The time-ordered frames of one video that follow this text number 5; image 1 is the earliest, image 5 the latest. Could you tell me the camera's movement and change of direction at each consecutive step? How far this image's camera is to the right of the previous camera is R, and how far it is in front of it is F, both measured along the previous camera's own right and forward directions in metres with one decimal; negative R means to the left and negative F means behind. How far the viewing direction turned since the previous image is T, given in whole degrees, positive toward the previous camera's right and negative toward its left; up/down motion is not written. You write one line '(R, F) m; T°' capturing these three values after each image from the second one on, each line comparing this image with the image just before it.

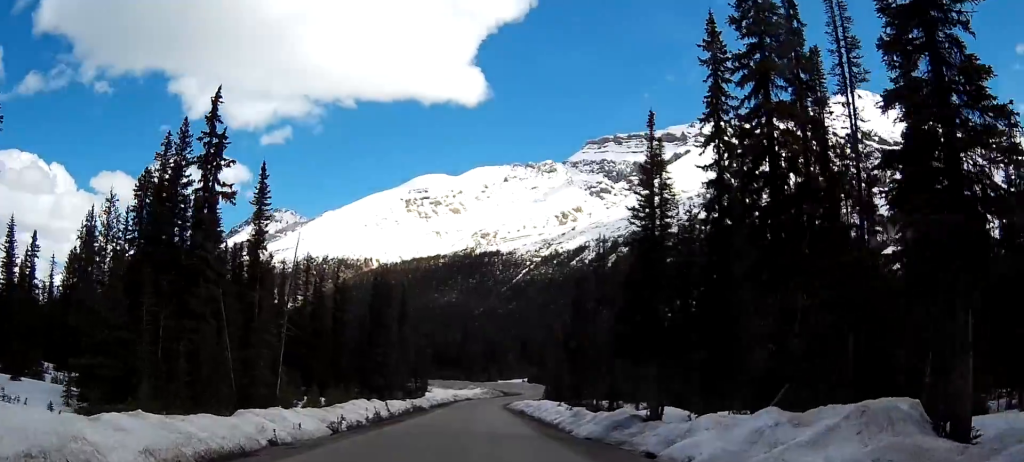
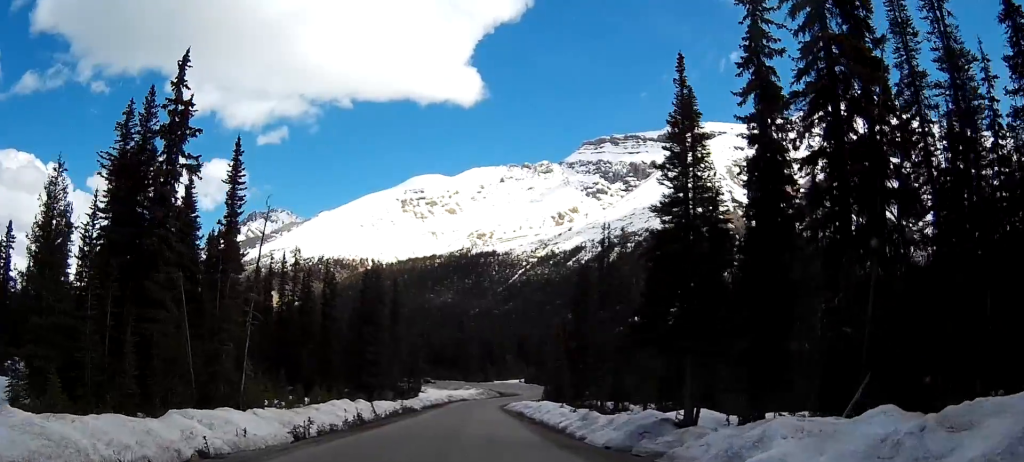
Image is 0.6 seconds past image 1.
(0.0, +6.6) m; 0°
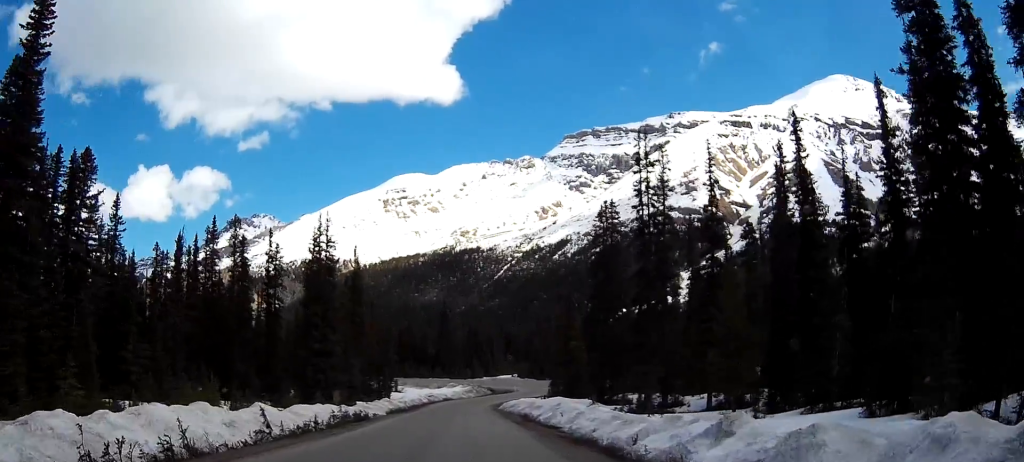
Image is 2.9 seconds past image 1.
(-0.2, +30.2) m; 0°
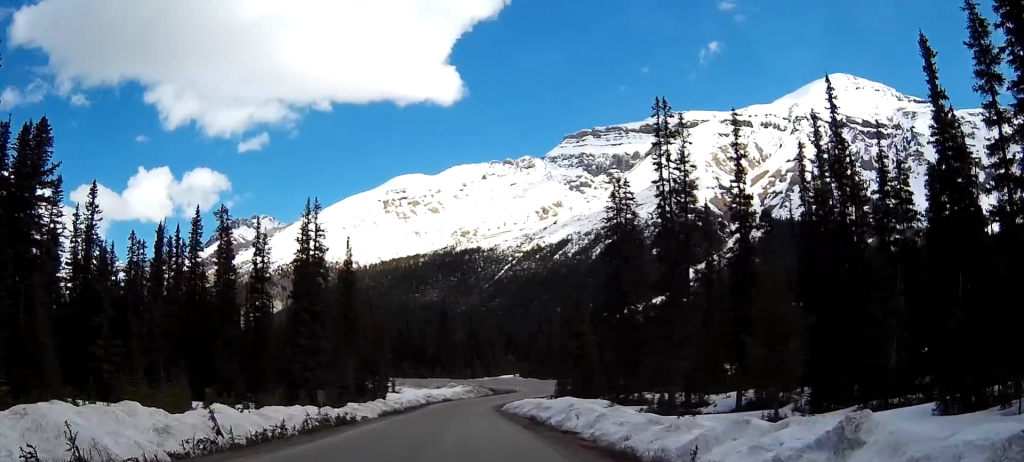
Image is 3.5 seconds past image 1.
(0.0, +6.8) m; 0°
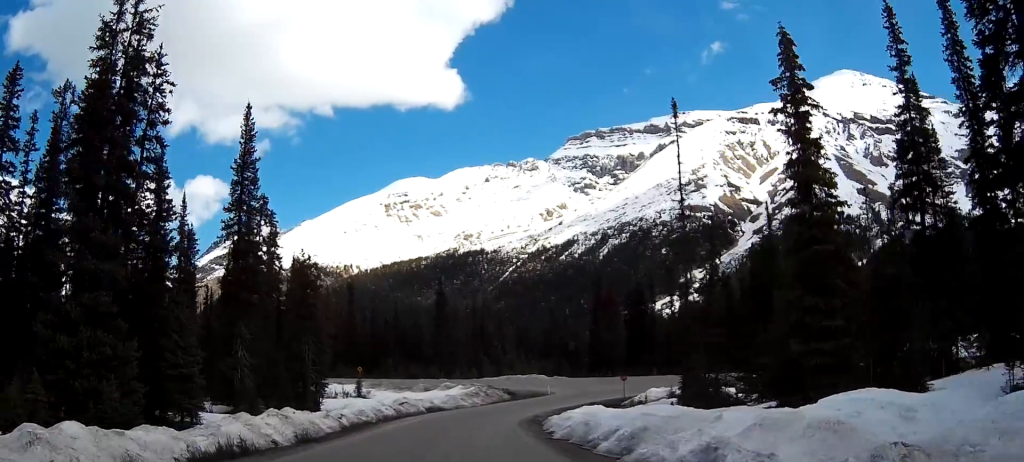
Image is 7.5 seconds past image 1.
(-0.2, +37.6) m; -1°
